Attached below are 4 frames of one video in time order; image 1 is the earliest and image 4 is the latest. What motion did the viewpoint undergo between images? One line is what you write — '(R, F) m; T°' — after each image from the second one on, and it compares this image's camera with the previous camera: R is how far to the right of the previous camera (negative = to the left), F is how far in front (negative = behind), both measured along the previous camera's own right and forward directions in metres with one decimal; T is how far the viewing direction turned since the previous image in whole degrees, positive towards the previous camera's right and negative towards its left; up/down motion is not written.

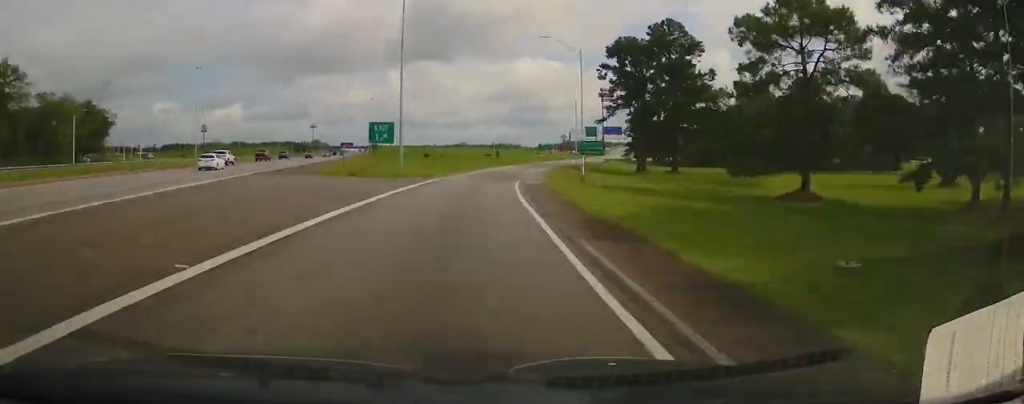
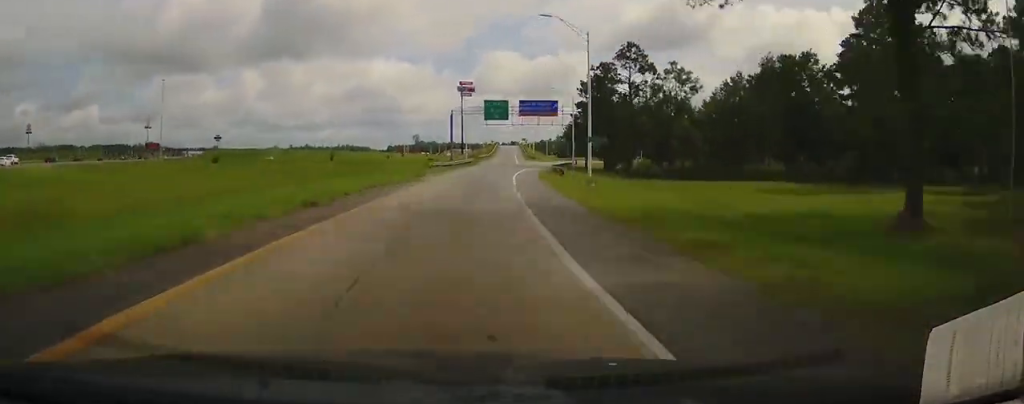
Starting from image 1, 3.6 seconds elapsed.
(+8.9, +73.4) m; +13°
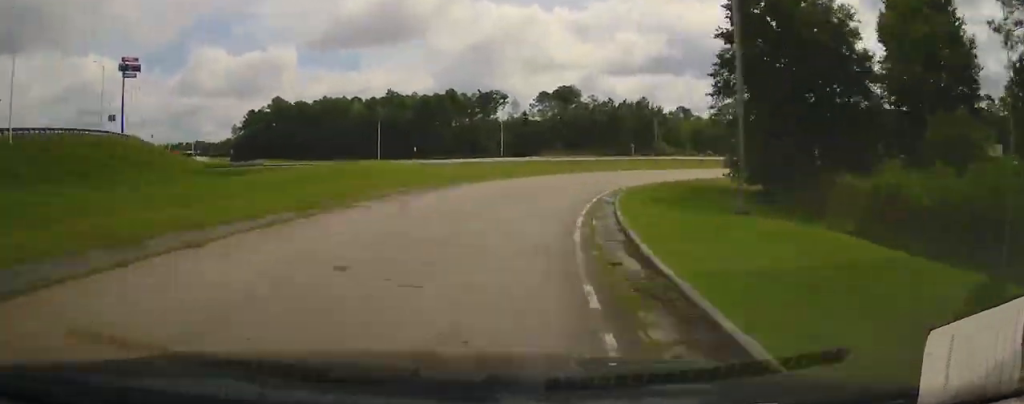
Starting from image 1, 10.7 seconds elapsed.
(+25.3, +126.0) m; +32°
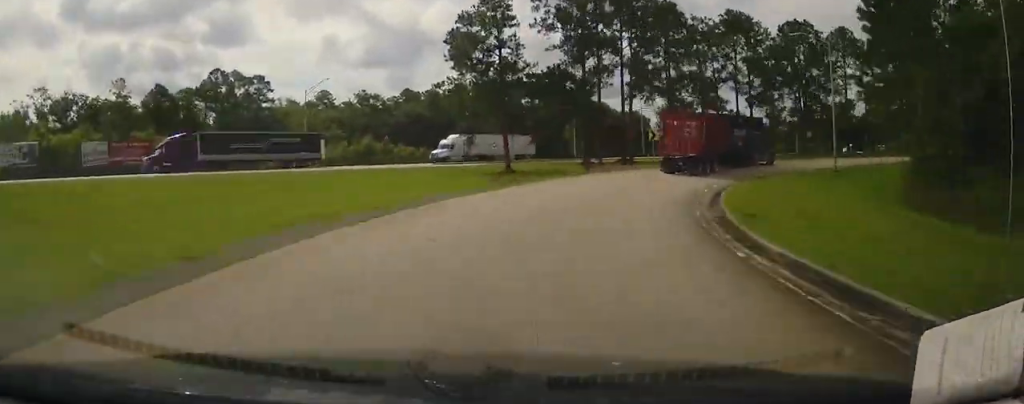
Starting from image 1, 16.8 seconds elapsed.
(+32.9, +60.1) m; +77°
